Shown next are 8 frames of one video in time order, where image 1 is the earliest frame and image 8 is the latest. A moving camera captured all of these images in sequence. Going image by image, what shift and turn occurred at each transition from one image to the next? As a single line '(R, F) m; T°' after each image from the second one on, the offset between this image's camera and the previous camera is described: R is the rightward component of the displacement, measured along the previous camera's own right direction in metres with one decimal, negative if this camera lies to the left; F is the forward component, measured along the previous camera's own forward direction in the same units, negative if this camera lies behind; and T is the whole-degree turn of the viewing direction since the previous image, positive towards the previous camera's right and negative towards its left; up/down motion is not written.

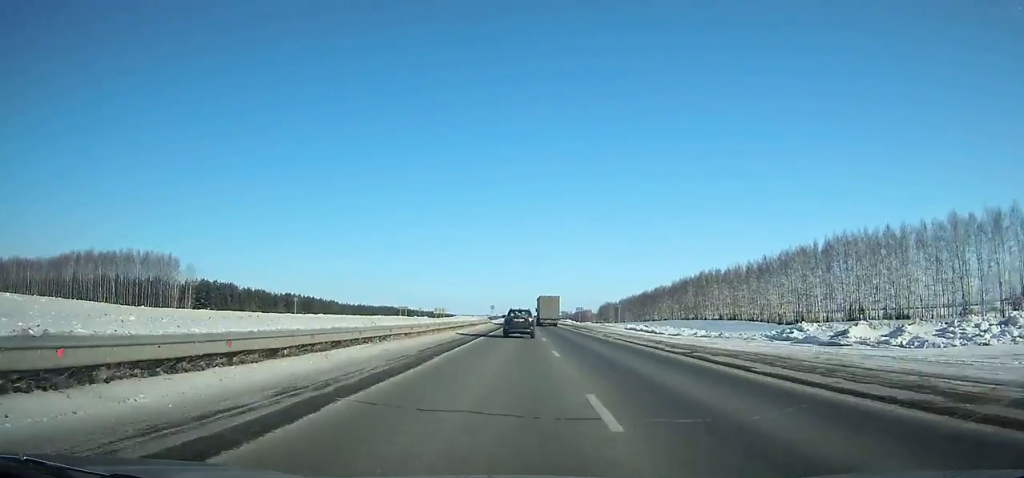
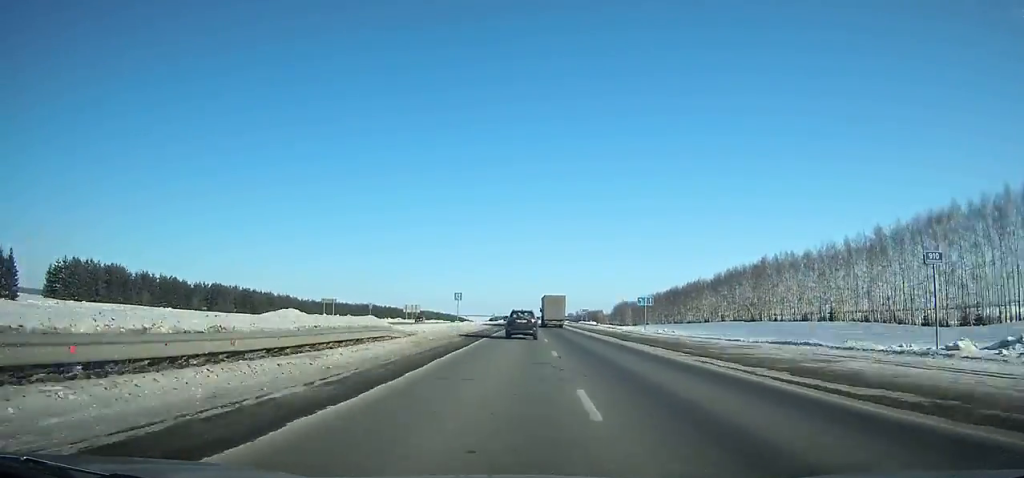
(-0.1, +60.8) m; 0°
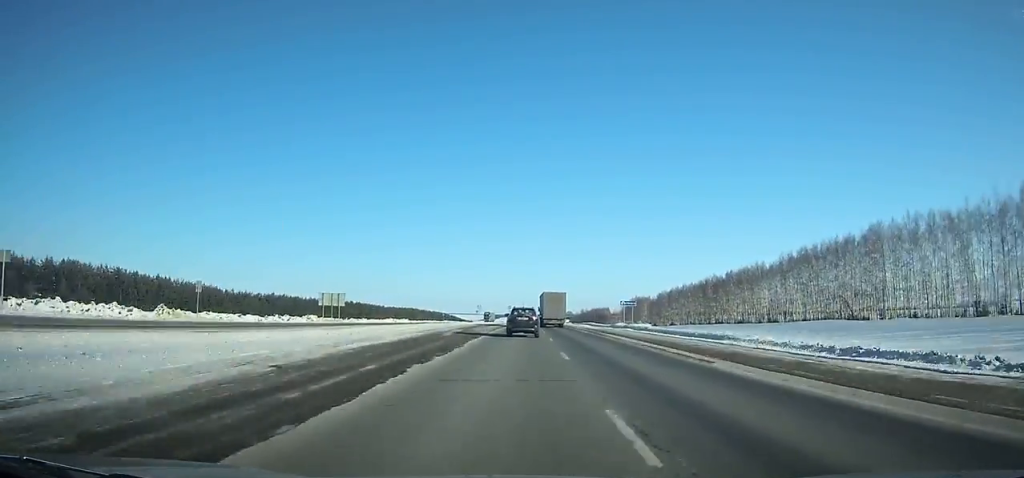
(-0.1, +63.8) m; 0°
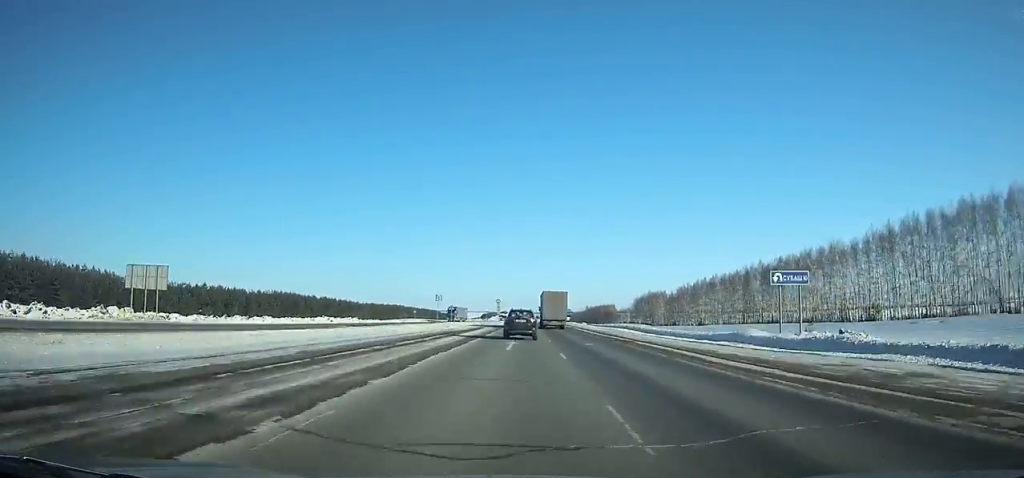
(-0.1, +48.4) m; 0°
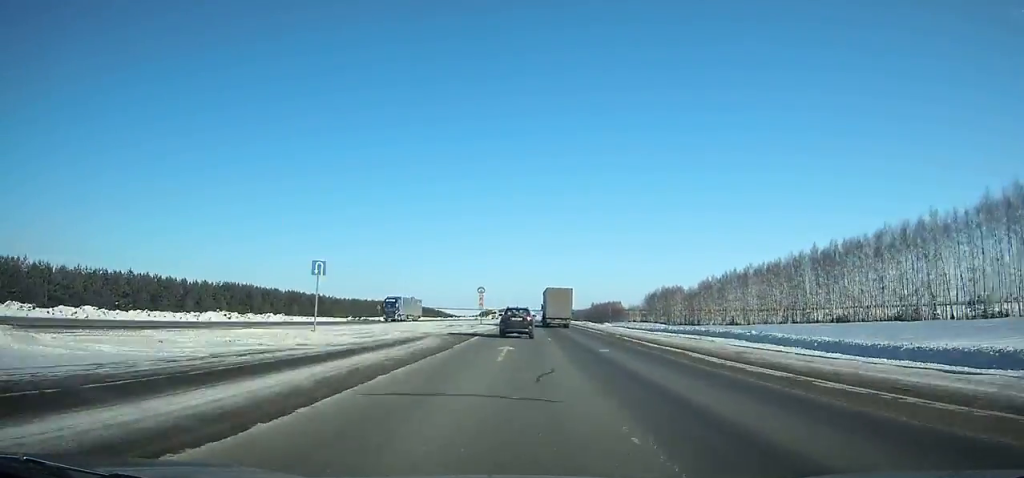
(+0.1, +35.3) m; 0°
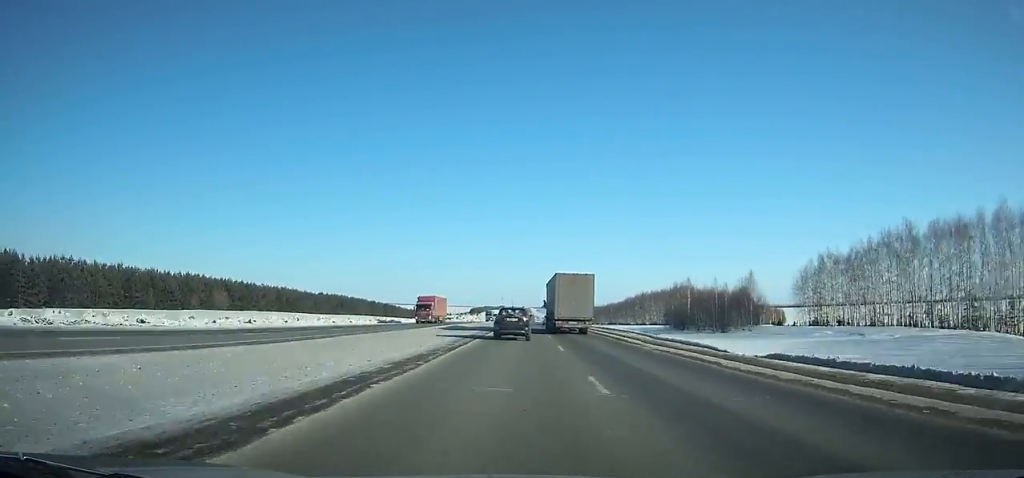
(+0.2, +189.9) m; 0°
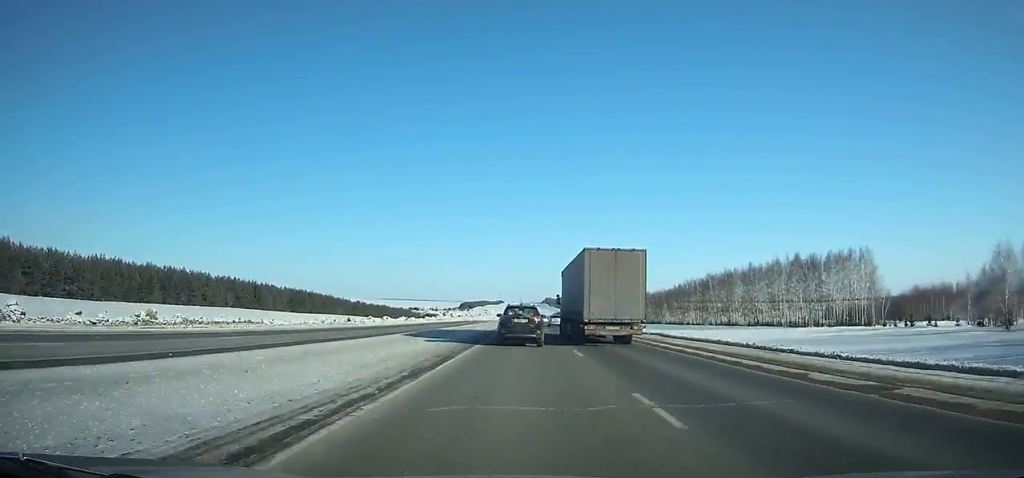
(-0.4, +129.3) m; 0°
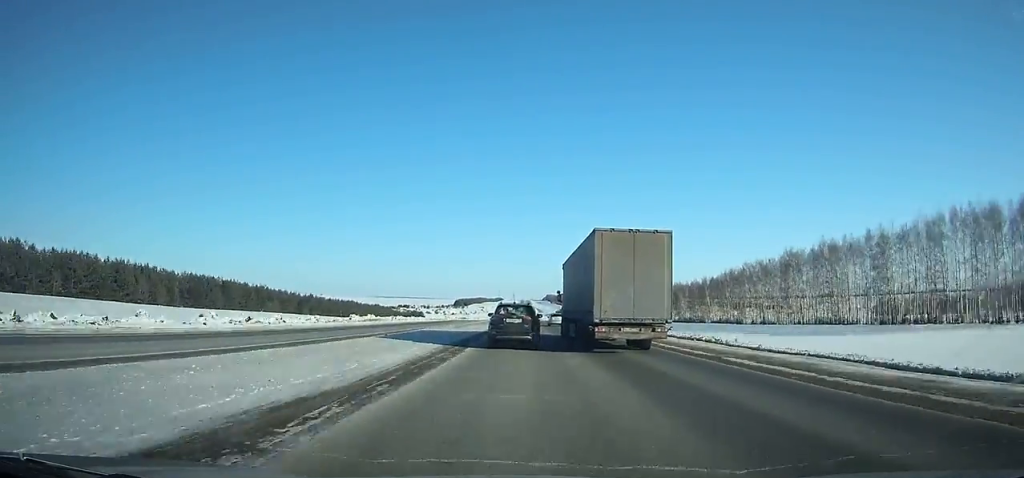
(+0.2, +68.4) m; 0°
